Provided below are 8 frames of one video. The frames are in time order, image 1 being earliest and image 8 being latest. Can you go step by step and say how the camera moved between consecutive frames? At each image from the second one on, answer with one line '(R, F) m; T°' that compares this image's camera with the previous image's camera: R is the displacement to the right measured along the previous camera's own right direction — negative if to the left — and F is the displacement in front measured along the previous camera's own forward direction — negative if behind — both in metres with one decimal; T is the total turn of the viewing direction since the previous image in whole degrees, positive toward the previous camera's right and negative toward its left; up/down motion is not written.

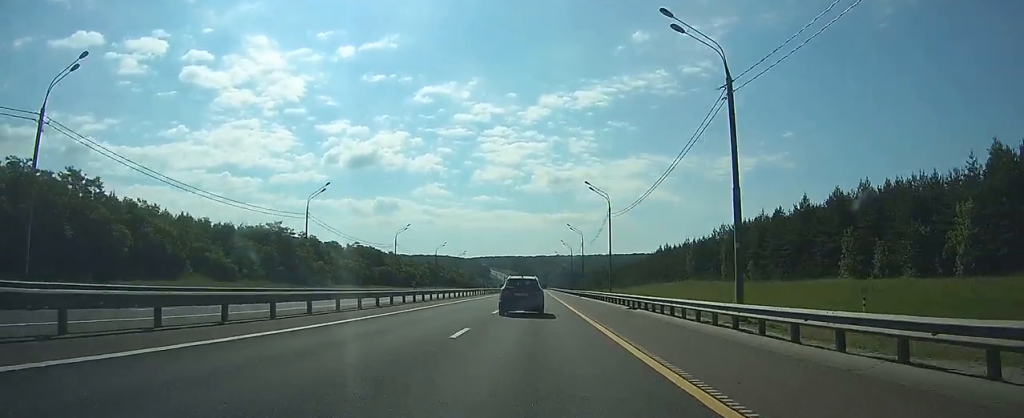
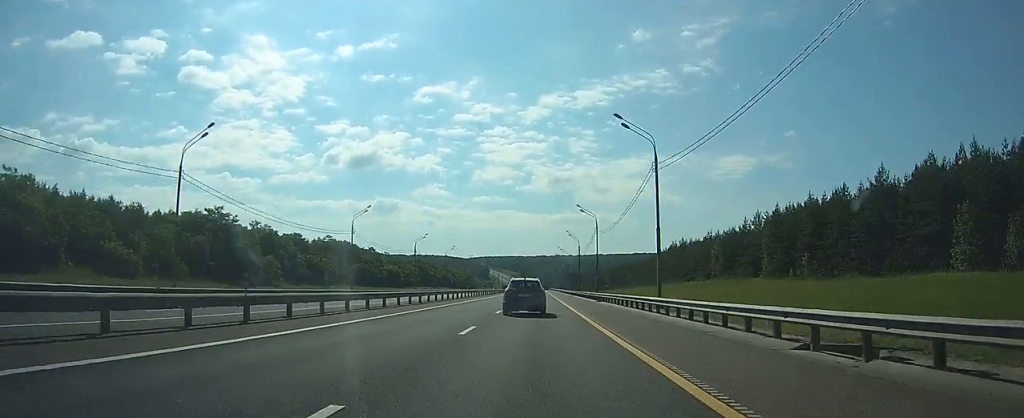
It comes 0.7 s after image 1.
(0.0, +22.7) m; 0°
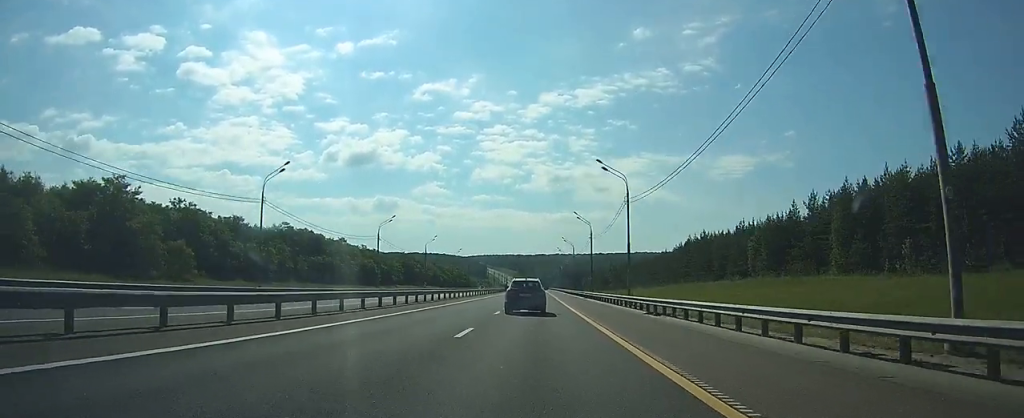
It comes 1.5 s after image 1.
(+0.1, +24.9) m; 0°
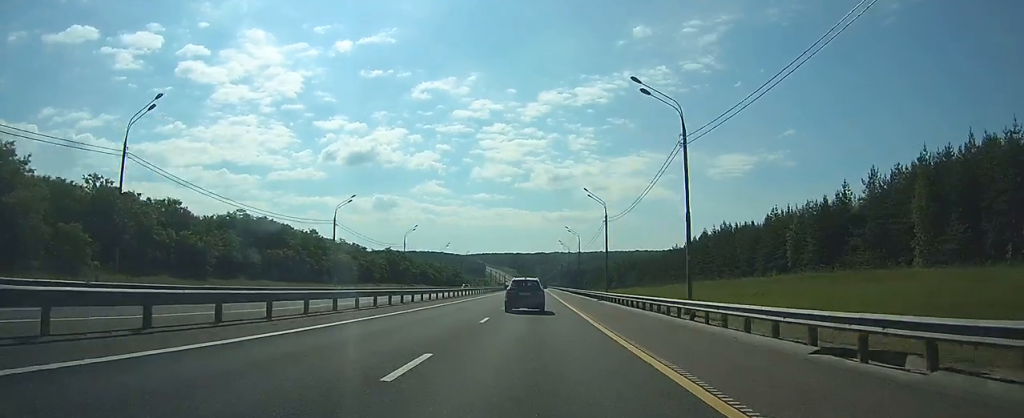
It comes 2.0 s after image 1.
(0.0, +18.5) m; 0°
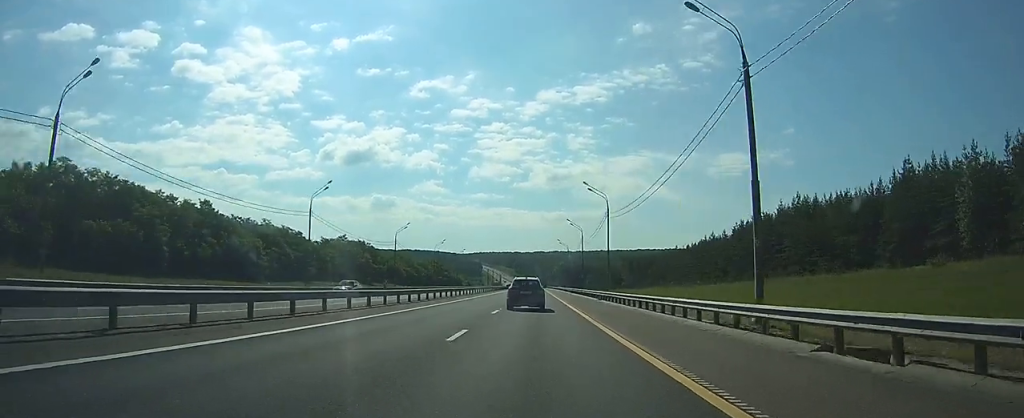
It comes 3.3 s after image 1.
(0.0, +42.5) m; 0°
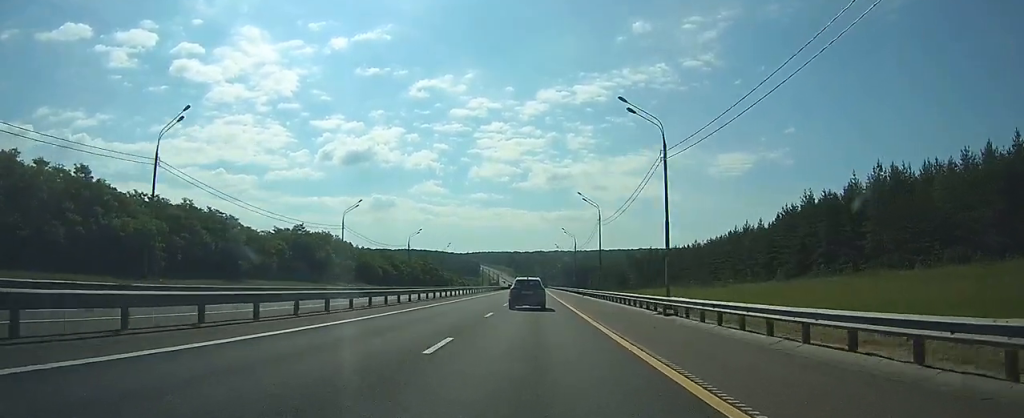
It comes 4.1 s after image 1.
(0.0, +26.3) m; 0°
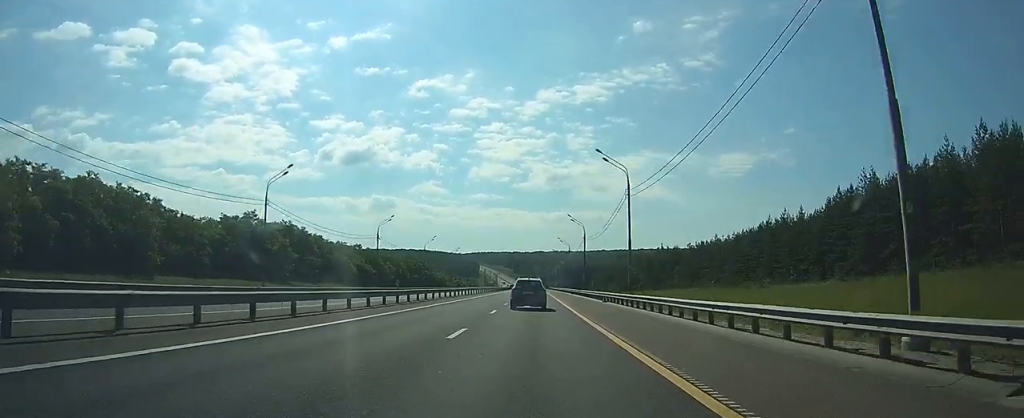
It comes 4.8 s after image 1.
(0.0, +20.9) m; 0°
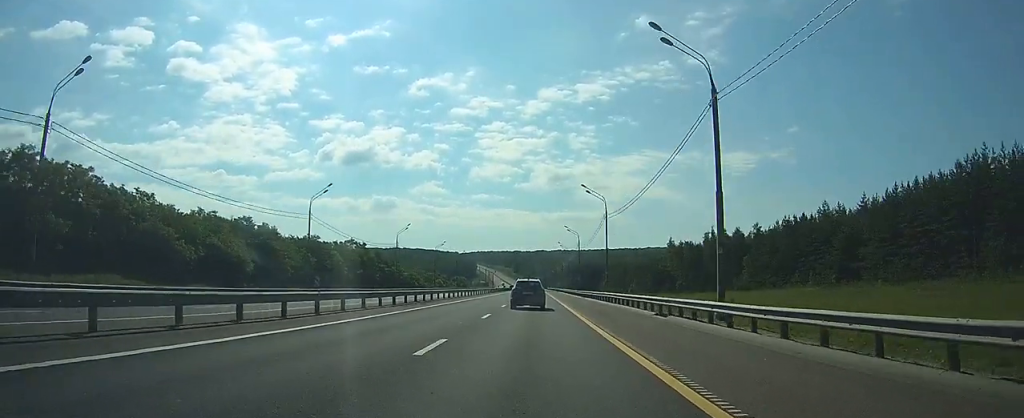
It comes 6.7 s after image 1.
(-0.1, +63.2) m; 0°
